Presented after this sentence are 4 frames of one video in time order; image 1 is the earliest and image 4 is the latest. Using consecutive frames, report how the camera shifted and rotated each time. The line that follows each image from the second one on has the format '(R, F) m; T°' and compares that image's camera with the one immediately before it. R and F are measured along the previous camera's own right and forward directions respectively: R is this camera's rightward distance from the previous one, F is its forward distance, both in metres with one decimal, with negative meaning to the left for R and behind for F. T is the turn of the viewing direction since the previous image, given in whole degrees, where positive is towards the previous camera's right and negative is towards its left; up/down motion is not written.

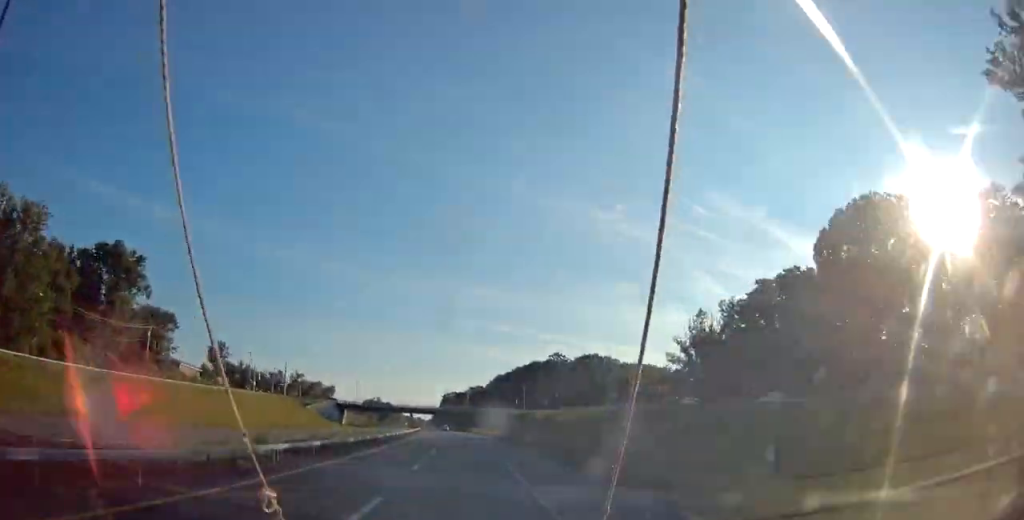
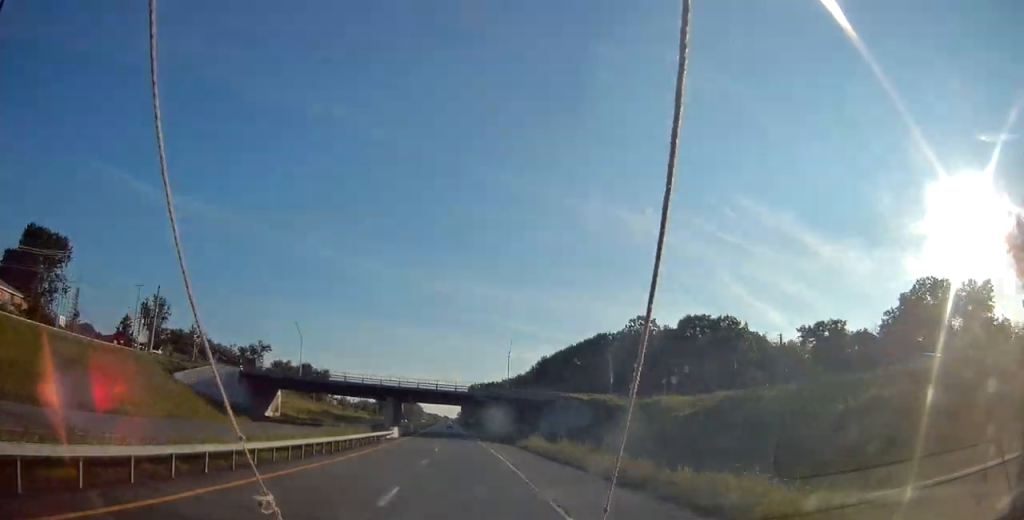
(-1.1, +83.4) m; -2°
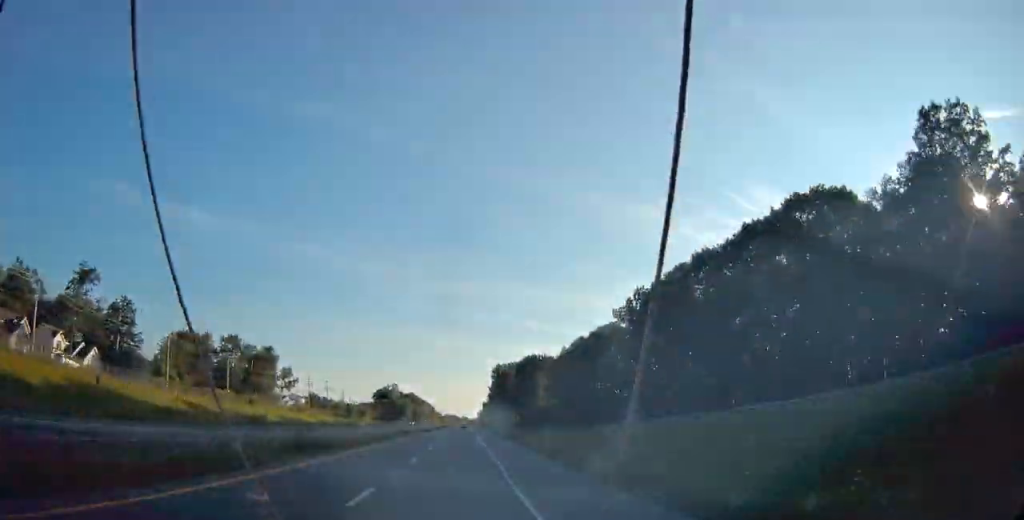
(-3.6, +109.1) m; -2°
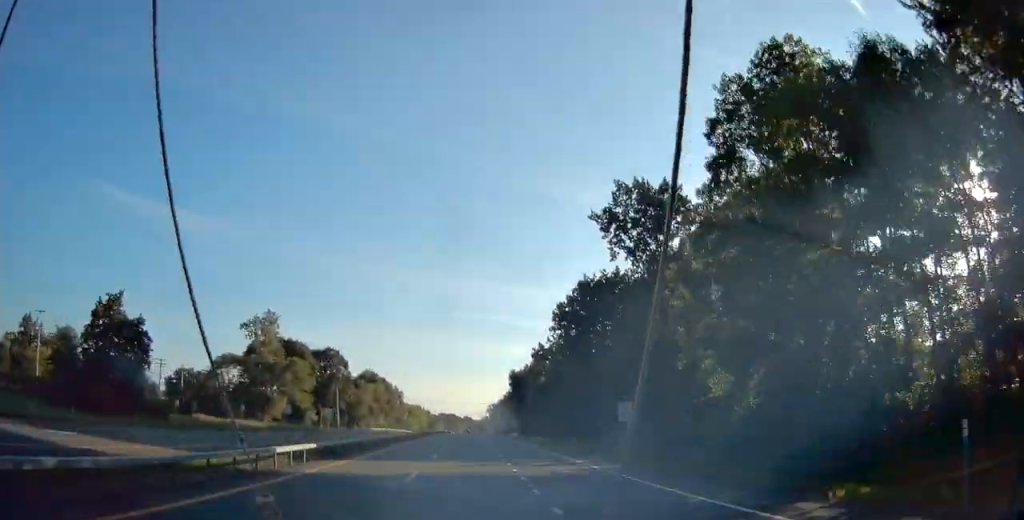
(0.0, +238.4) m; 0°
